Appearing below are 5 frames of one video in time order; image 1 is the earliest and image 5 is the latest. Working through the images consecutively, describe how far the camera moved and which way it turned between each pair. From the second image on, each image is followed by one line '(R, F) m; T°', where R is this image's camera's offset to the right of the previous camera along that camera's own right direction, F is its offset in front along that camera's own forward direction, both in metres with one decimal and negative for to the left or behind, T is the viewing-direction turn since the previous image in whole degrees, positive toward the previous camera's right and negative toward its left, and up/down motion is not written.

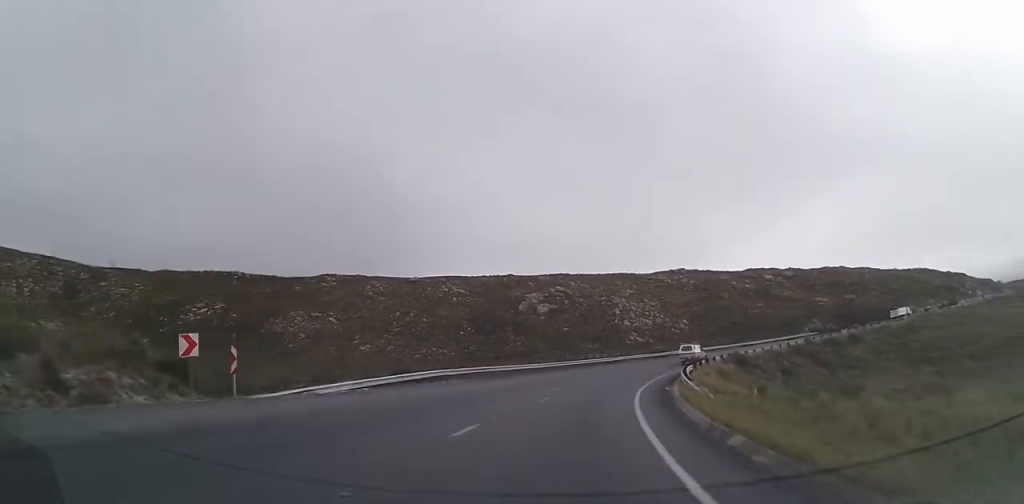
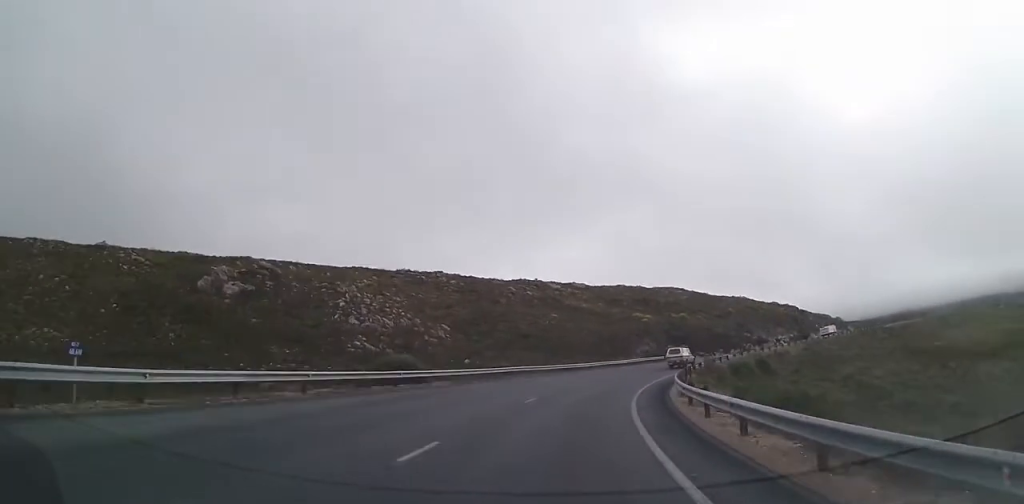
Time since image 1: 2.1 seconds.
(+14.1, +47.2) m; +27°
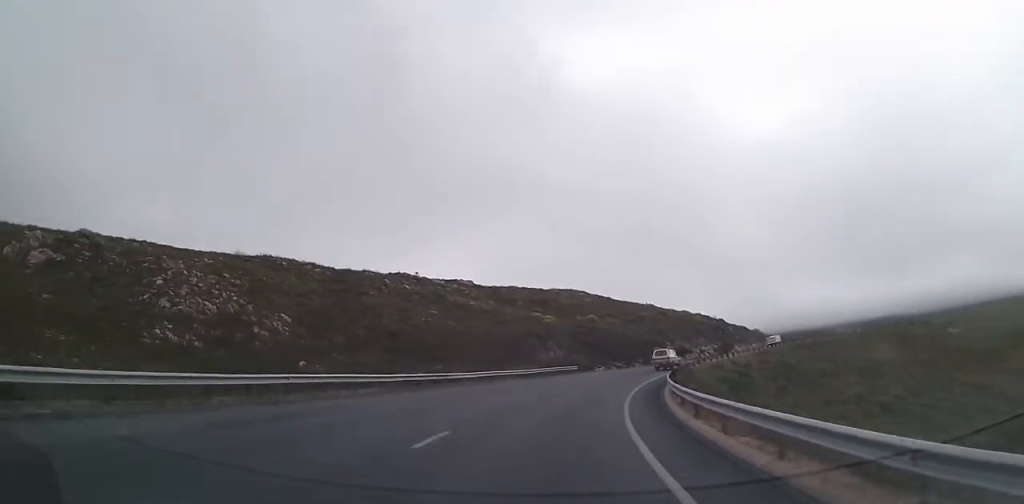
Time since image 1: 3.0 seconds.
(0.0, +21.7) m; +10°
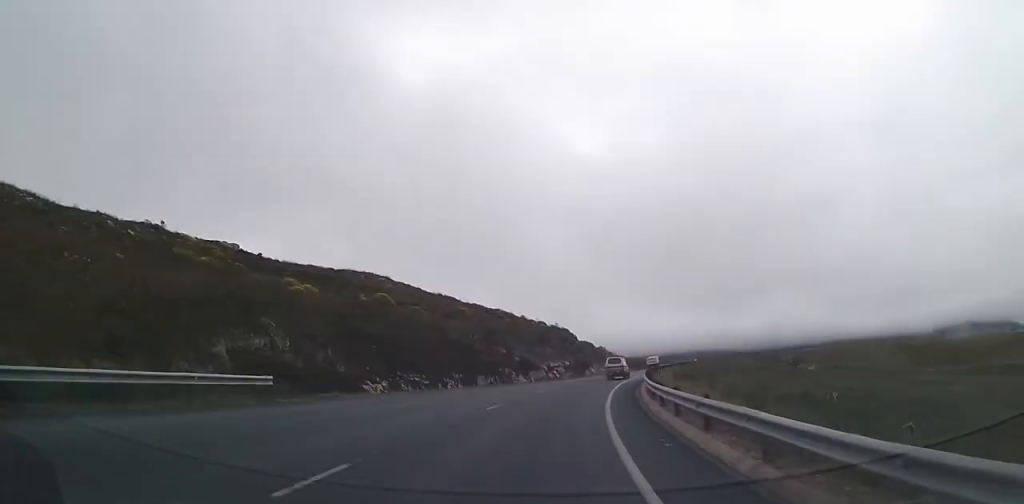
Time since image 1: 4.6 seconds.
(+9.2, +38.7) m; +20°
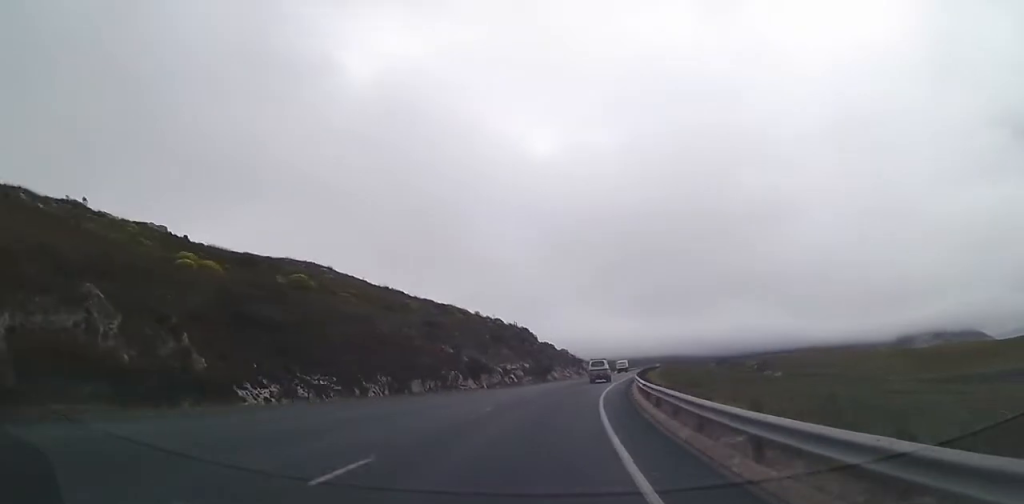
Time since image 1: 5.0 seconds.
(+0.3, +11.7) m; +4°
